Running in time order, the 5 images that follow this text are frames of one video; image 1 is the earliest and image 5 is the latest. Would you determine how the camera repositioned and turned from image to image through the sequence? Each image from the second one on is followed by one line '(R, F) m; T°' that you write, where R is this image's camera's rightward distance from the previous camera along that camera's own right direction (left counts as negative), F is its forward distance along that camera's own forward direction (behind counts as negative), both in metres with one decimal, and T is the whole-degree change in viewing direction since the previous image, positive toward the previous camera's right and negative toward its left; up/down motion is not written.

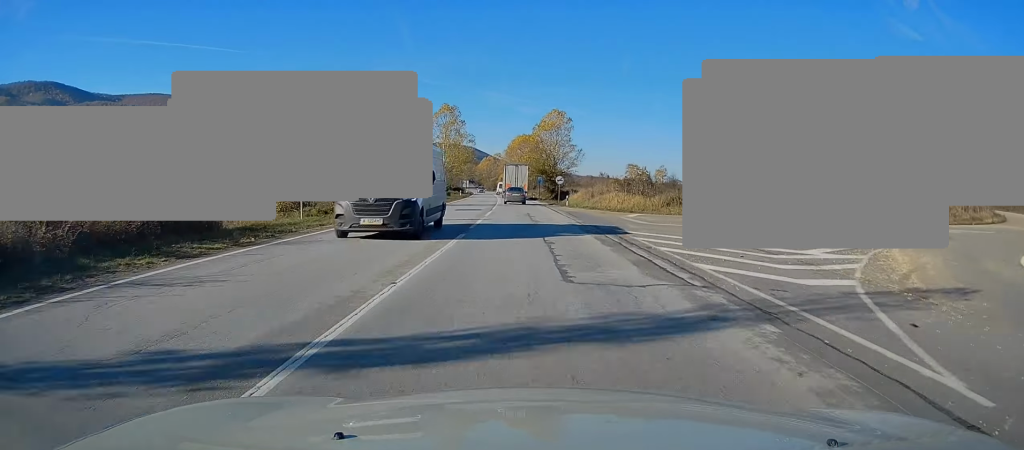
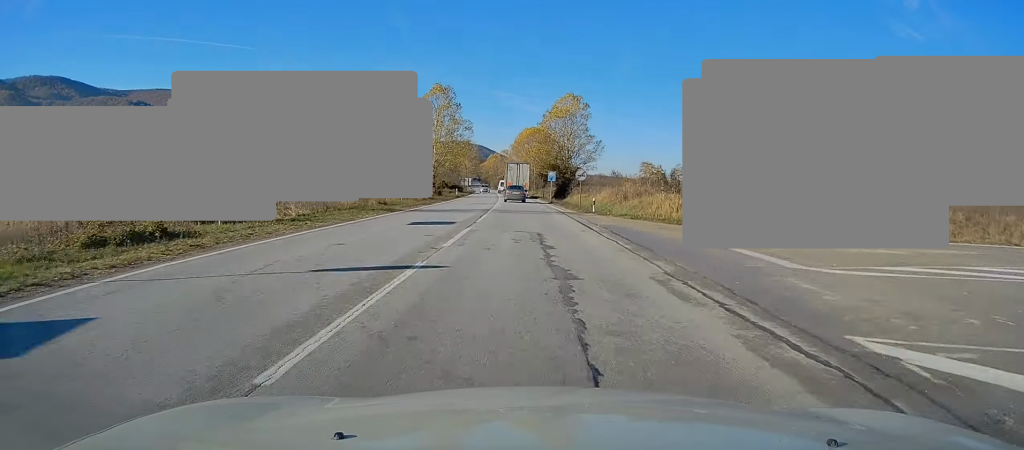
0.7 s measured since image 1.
(-0.3, +15.6) m; -1°
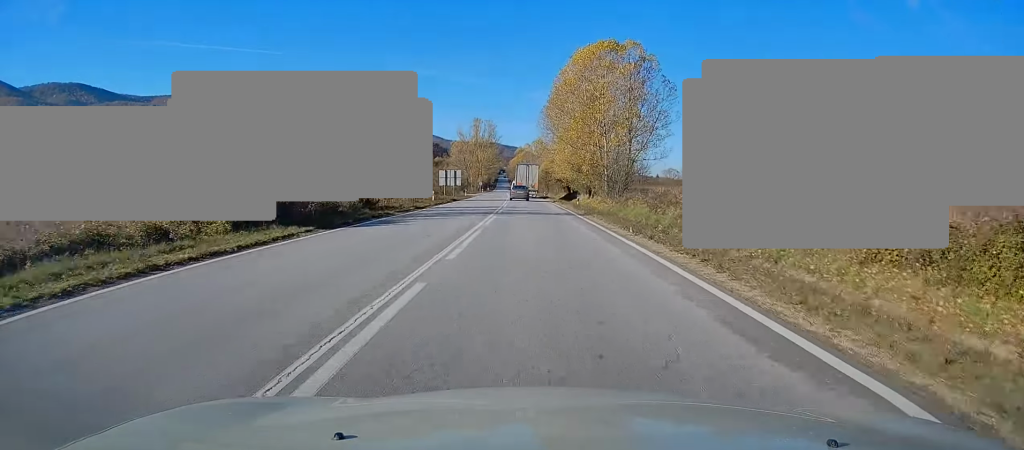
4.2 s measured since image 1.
(-1.3, +82.9) m; -2°
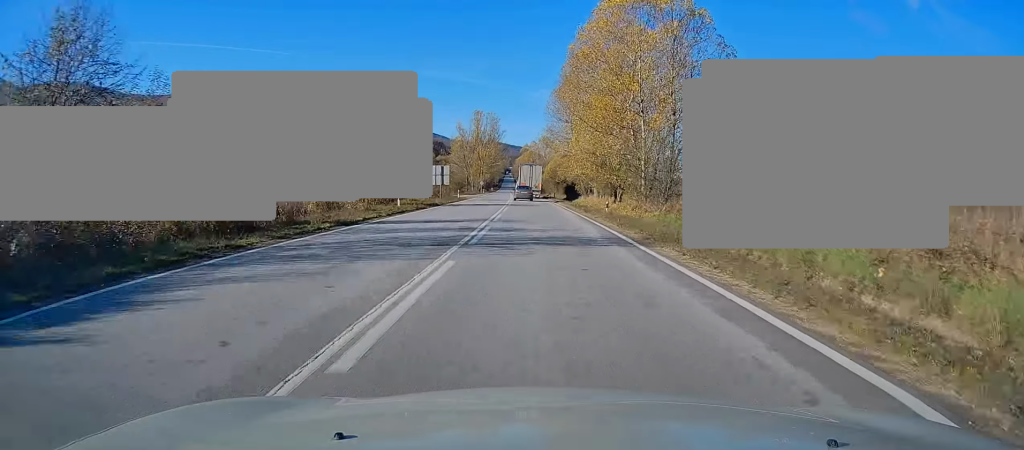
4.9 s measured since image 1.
(-0.2, +15.6) m; -1°
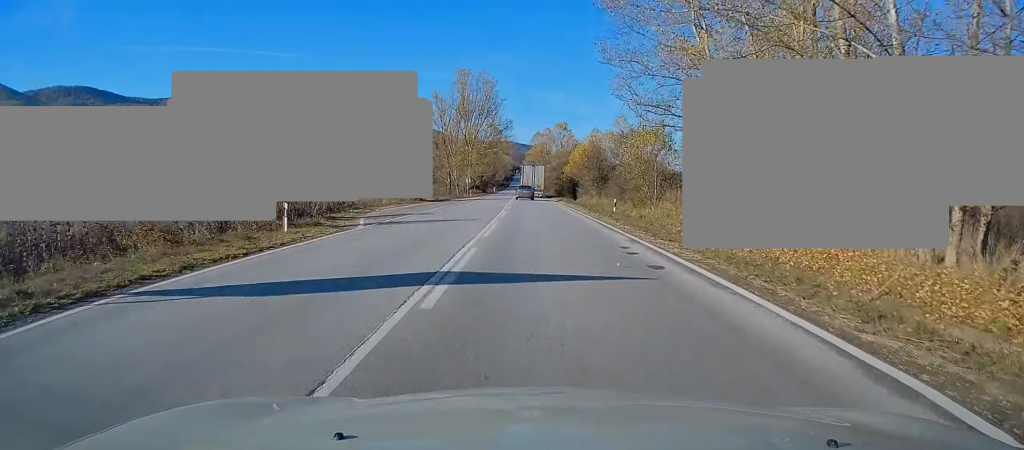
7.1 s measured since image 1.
(-1.0, +51.8) m; -1°
